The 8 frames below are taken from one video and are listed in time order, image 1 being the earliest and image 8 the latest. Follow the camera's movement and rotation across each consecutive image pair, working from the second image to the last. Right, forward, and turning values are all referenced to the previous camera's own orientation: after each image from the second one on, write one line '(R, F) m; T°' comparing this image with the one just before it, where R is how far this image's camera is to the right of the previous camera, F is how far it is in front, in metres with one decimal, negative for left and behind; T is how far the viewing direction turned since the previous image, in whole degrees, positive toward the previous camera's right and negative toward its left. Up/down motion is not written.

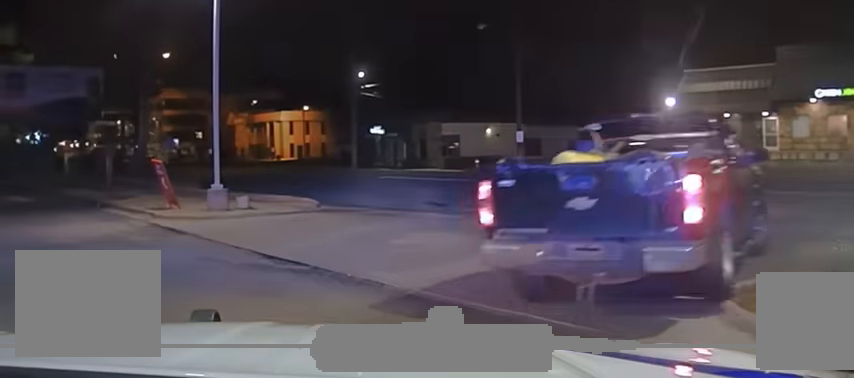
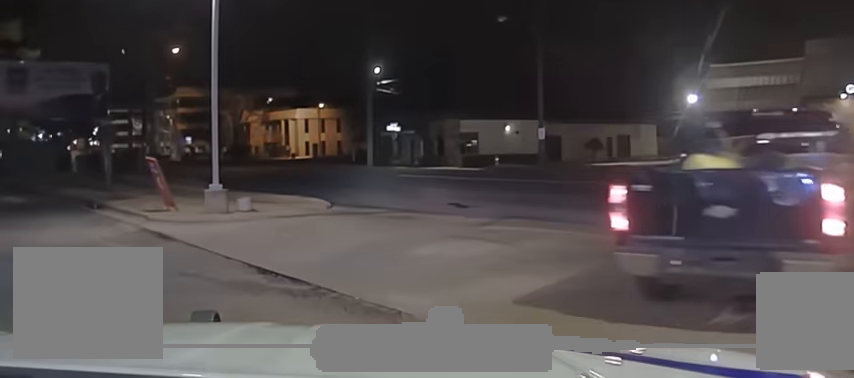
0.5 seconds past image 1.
(-0.1, +1.5) m; -2°
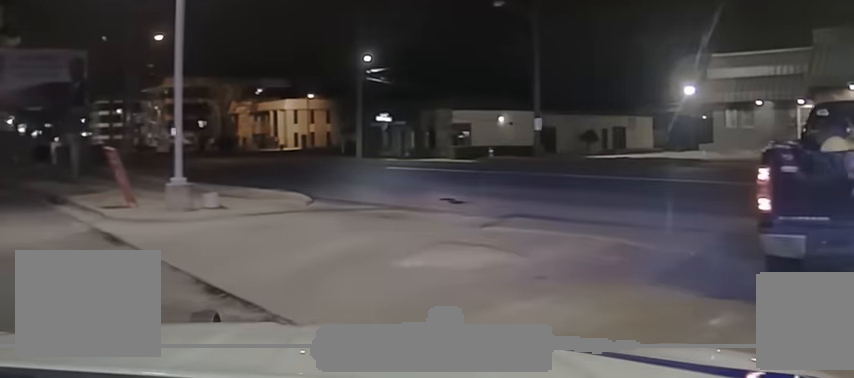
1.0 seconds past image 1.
(-0.1, +1.8) m; -2°
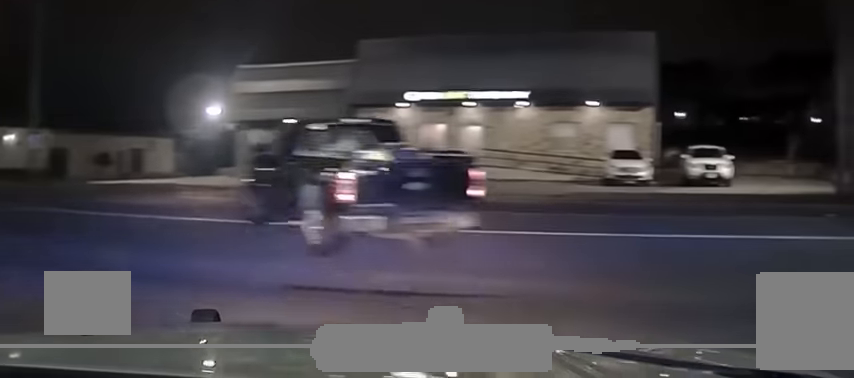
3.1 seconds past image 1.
(+1.8, +5.9) m; +41°
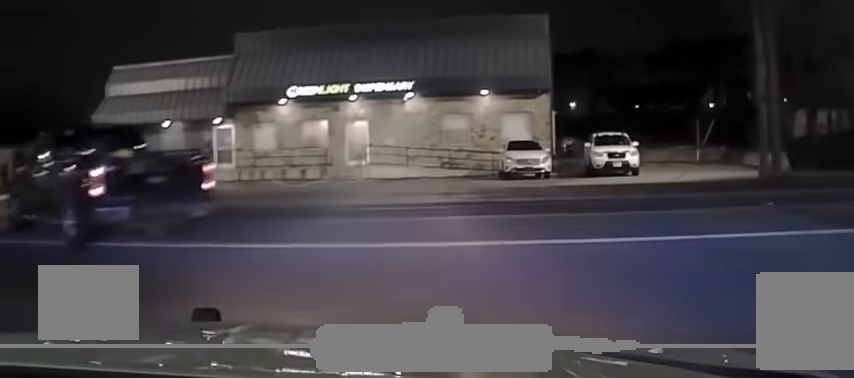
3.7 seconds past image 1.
(+0.3, +2.0) m; 0°
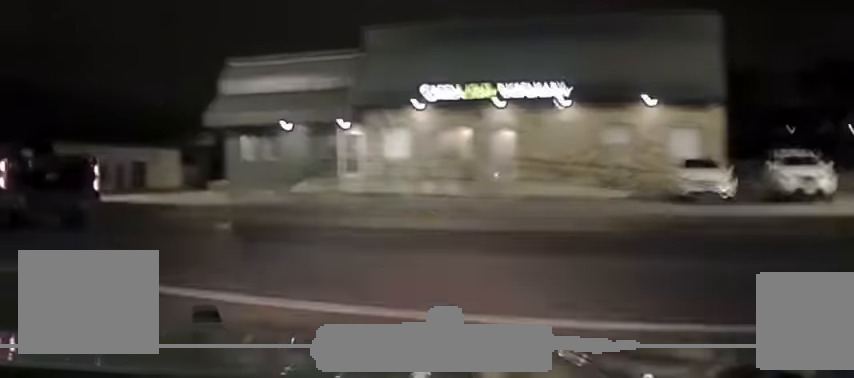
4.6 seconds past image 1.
(-0.1, +3.7) m; -10°
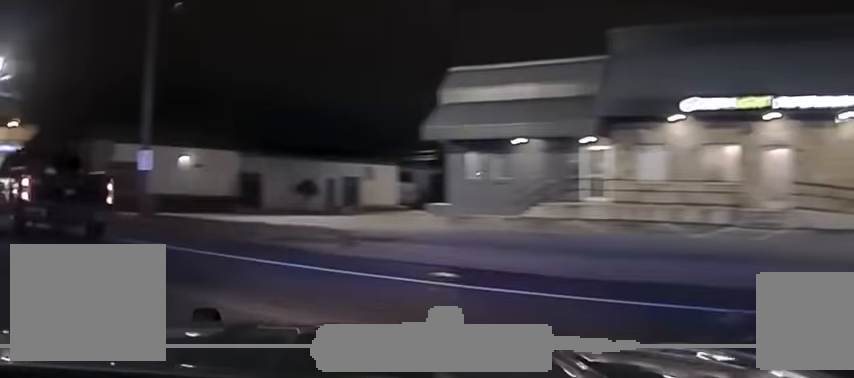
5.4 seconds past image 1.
(-0.5, +4.5) m; -14°
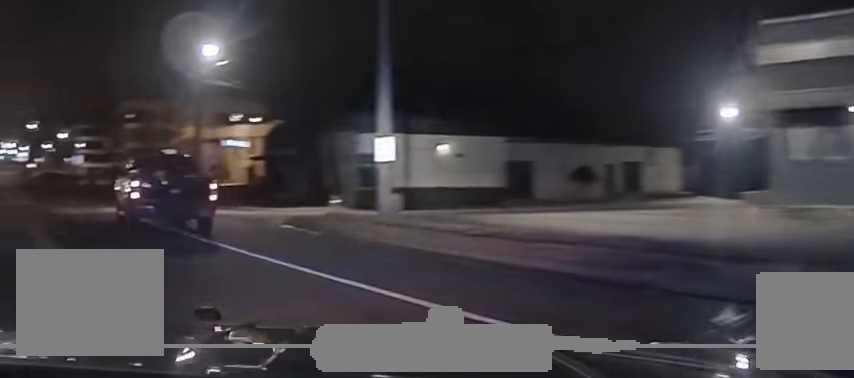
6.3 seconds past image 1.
(-0.7, +5.9) m; -15°
